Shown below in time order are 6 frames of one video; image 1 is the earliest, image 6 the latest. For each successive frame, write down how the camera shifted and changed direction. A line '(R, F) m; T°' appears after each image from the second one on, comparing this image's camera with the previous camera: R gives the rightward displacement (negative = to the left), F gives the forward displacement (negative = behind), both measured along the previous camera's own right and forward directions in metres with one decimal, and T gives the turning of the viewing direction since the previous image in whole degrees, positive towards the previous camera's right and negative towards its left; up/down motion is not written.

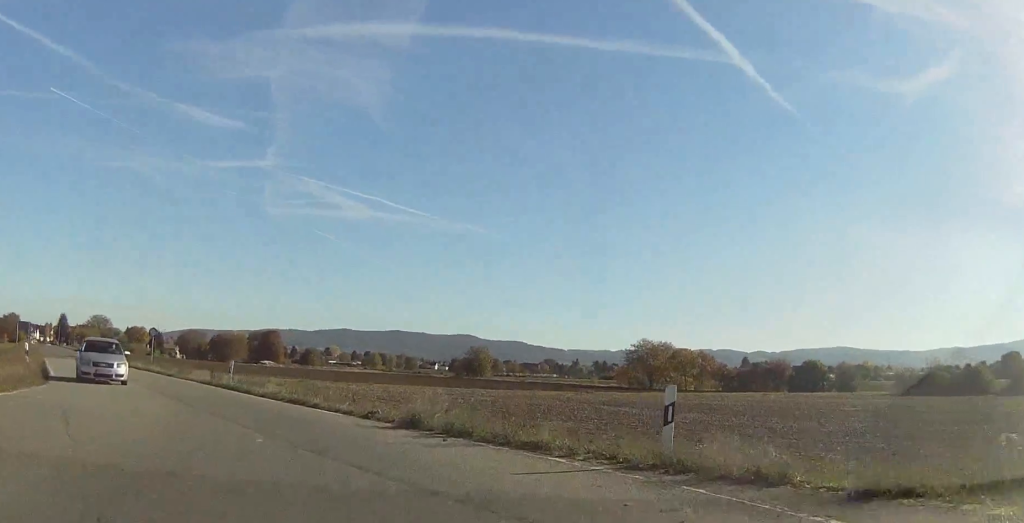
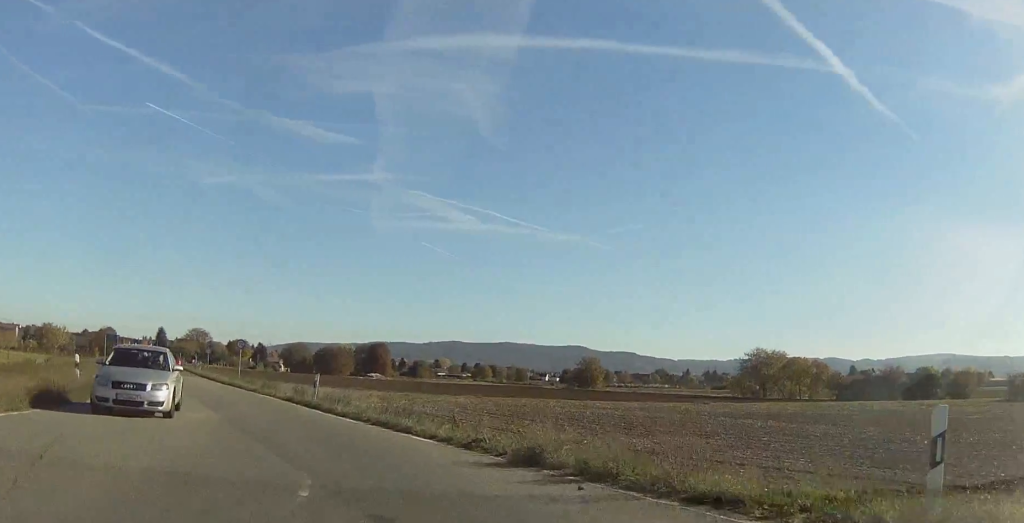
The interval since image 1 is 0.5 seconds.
(+0.1, +3.9) m; -2°
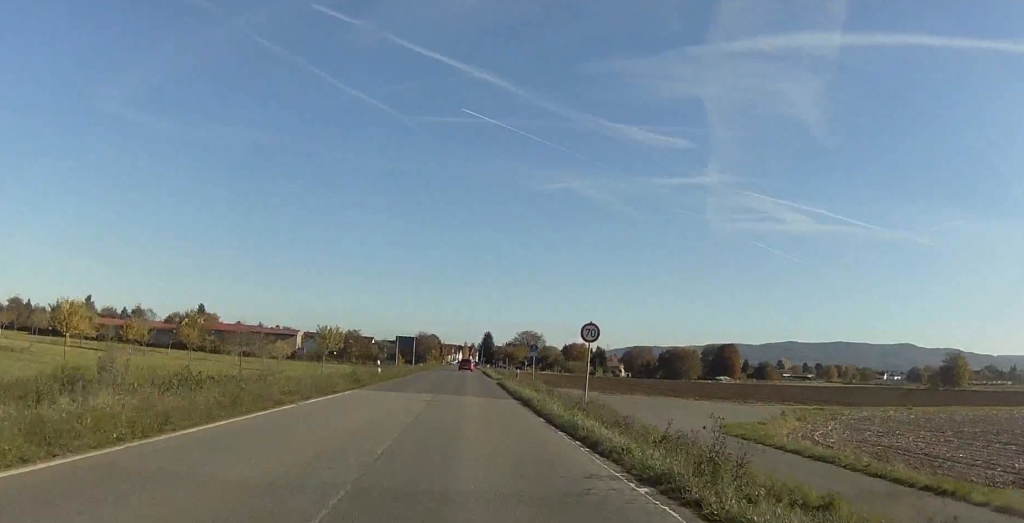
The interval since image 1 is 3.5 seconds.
(-8.3, +25.0) m; -28°
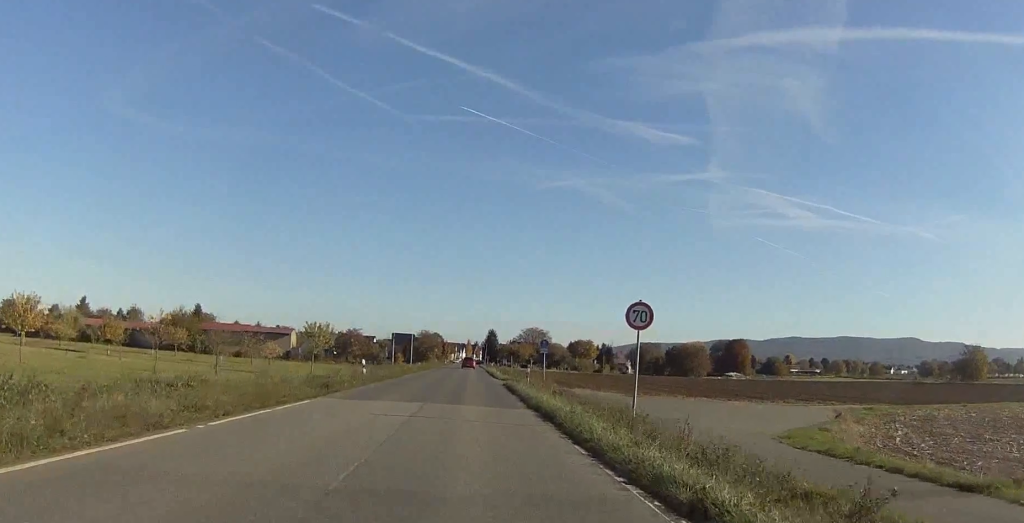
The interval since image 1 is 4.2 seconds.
(-0.1, +7.6) m; +2°
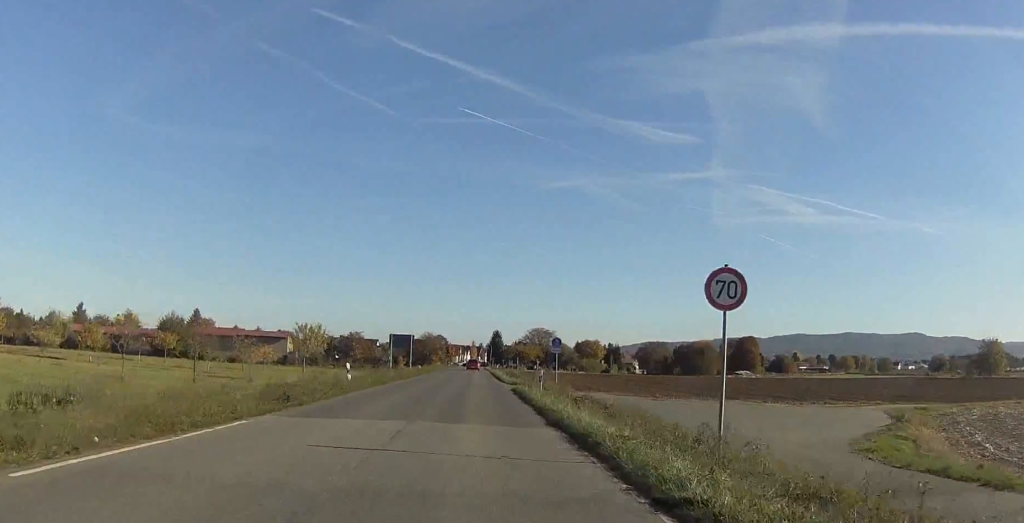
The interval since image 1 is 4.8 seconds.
(+0.2, +6.1) m; +1°
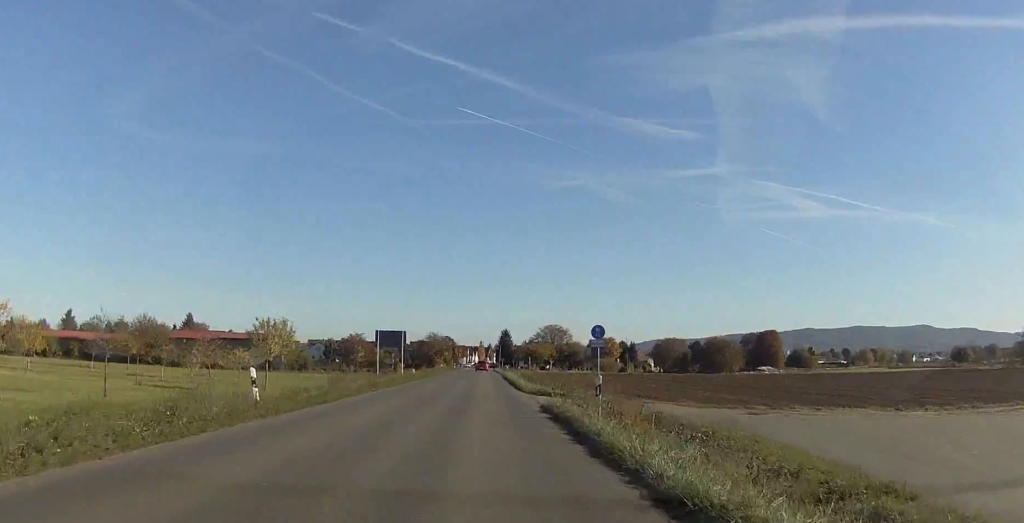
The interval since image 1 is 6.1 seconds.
(0.0, +15.3) m; -1°
